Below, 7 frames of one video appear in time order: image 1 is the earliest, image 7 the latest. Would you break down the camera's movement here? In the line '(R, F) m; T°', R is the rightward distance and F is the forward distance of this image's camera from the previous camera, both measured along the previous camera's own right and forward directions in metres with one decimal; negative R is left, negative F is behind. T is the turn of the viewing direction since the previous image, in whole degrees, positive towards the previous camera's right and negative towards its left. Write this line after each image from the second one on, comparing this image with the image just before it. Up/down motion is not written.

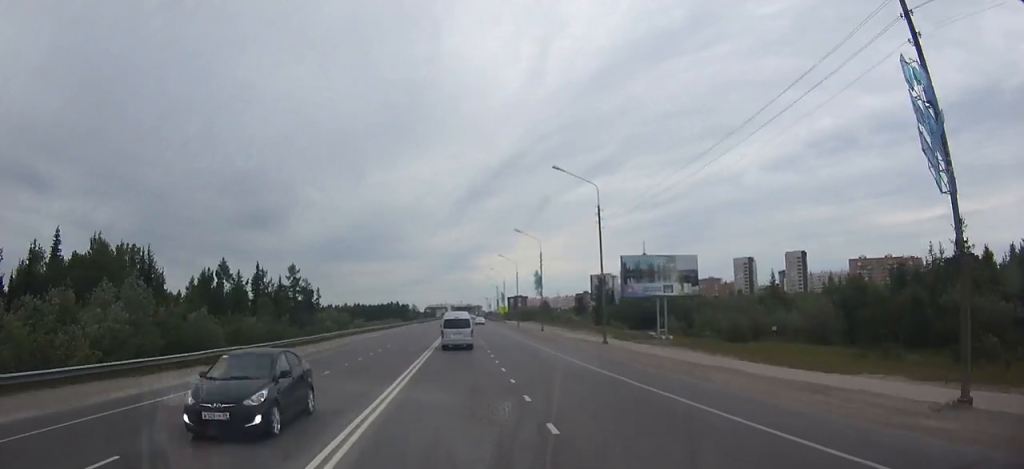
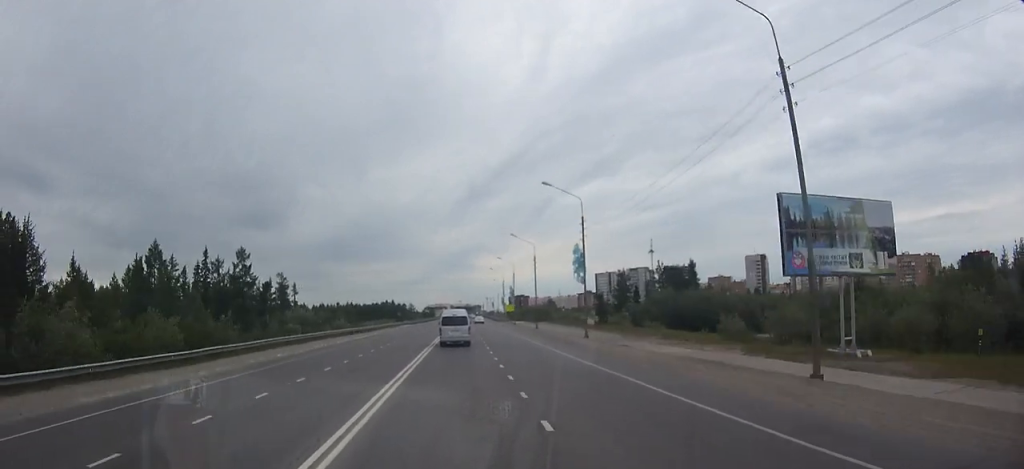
(0.0, +23.0) m; 0°
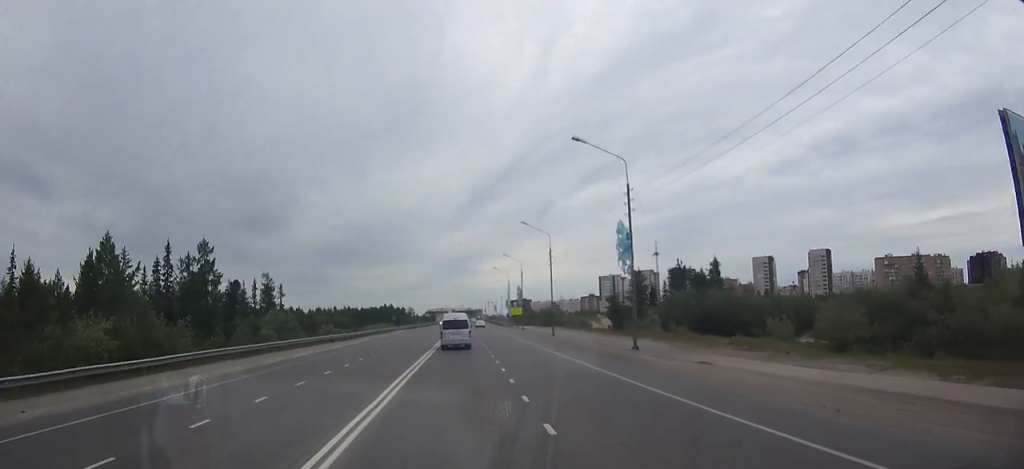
(0.0, +13.2) m; 0°
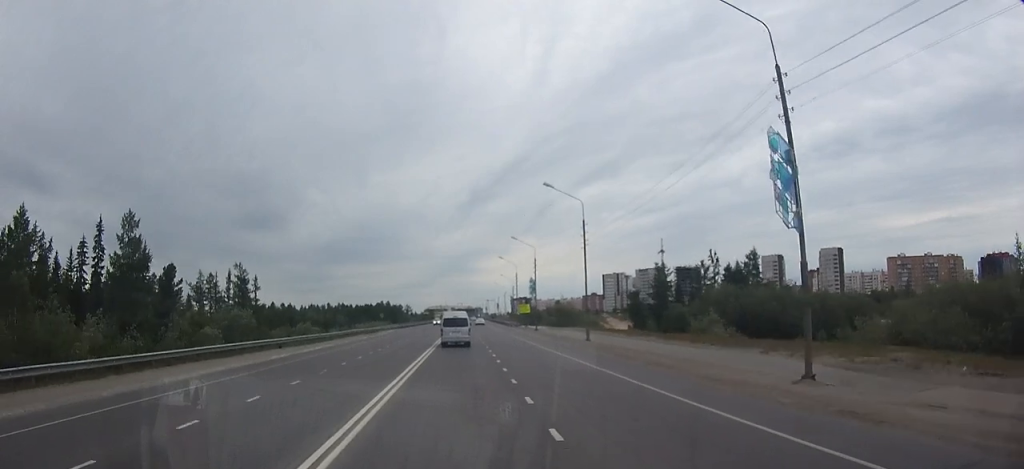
(0.0, +17.0) m; 0°
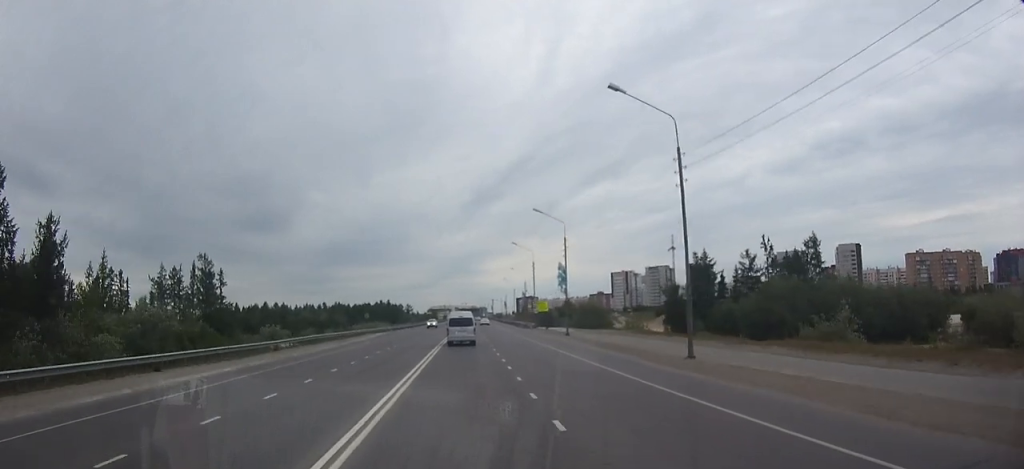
(0.0, +17.7) m; 0°
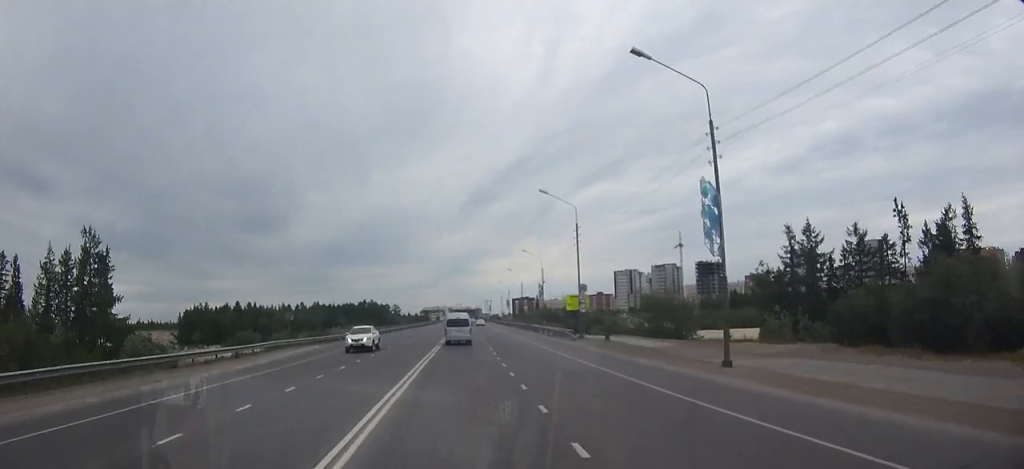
(0.0, +27.9) m; 0°
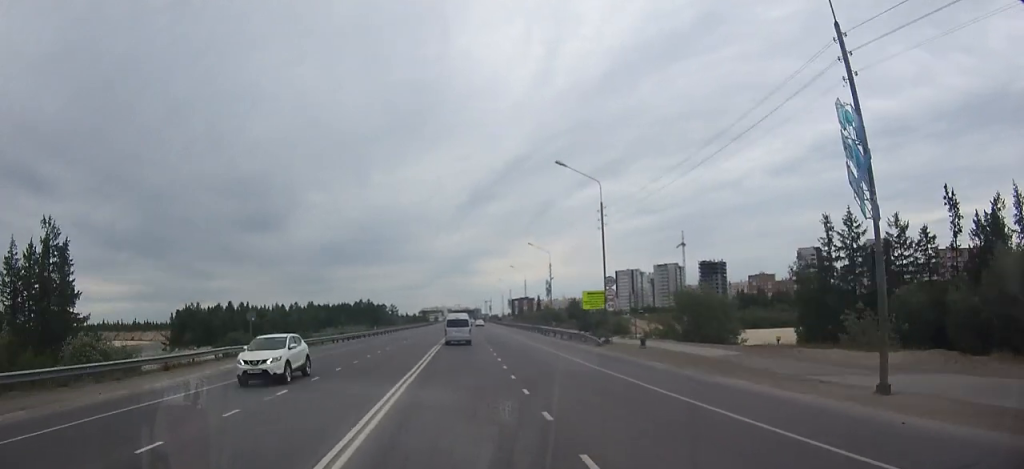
(0.0, +8.5) m; 0°
